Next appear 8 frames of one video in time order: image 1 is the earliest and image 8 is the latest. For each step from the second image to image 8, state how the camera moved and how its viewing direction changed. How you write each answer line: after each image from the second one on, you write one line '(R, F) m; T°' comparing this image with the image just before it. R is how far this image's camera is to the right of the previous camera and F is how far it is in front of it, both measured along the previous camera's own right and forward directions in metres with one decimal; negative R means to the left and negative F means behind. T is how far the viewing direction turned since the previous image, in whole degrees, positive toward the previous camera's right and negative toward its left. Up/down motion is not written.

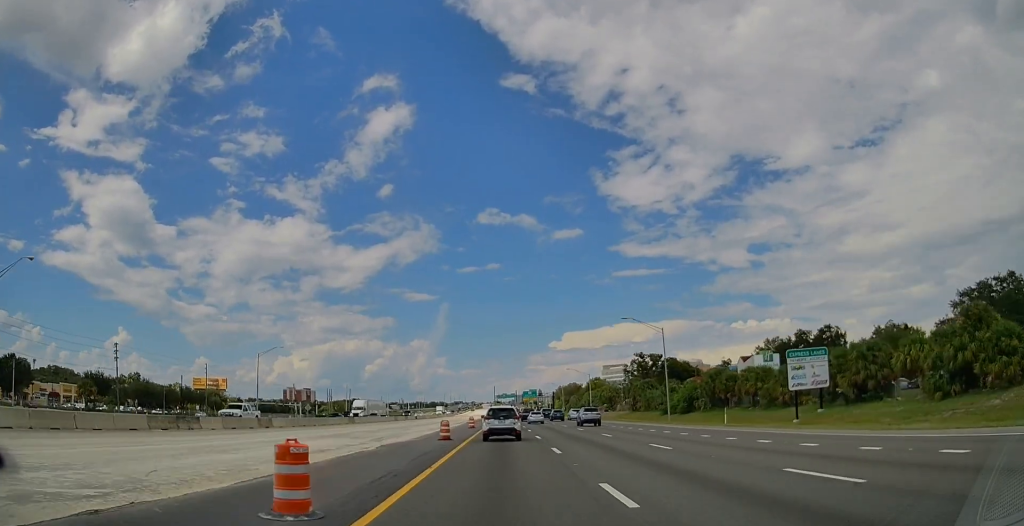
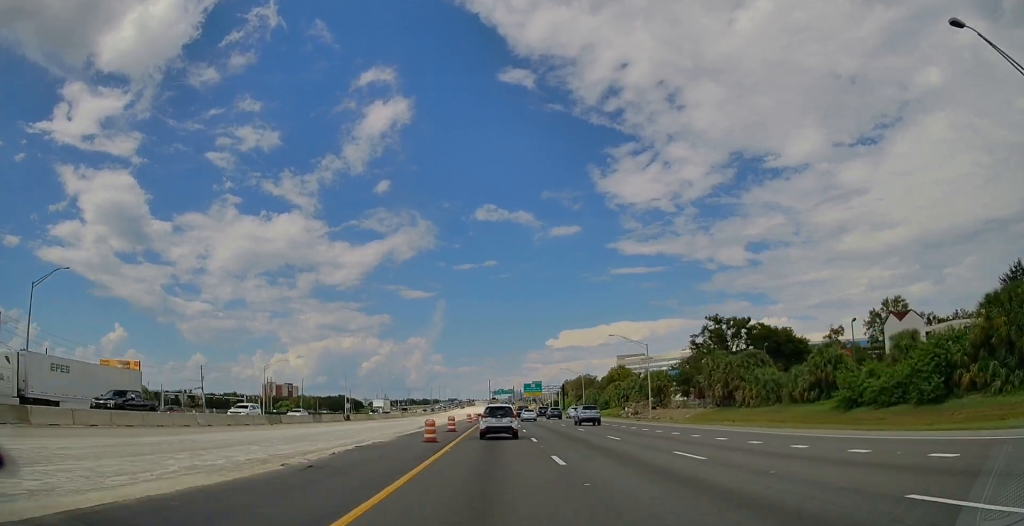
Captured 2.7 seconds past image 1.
(+0.1, +66.3) m; 0°
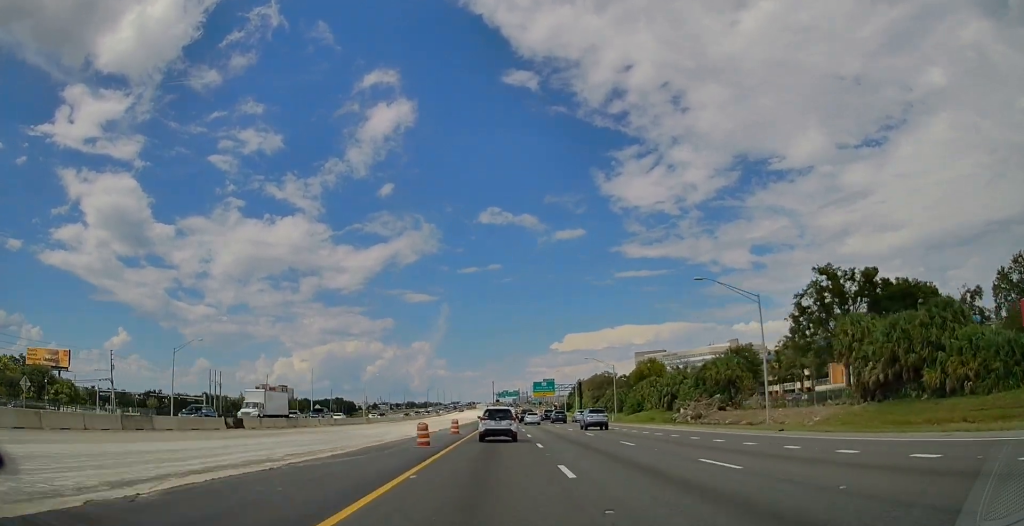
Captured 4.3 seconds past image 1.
(-0.3, +39.8) m; 0°
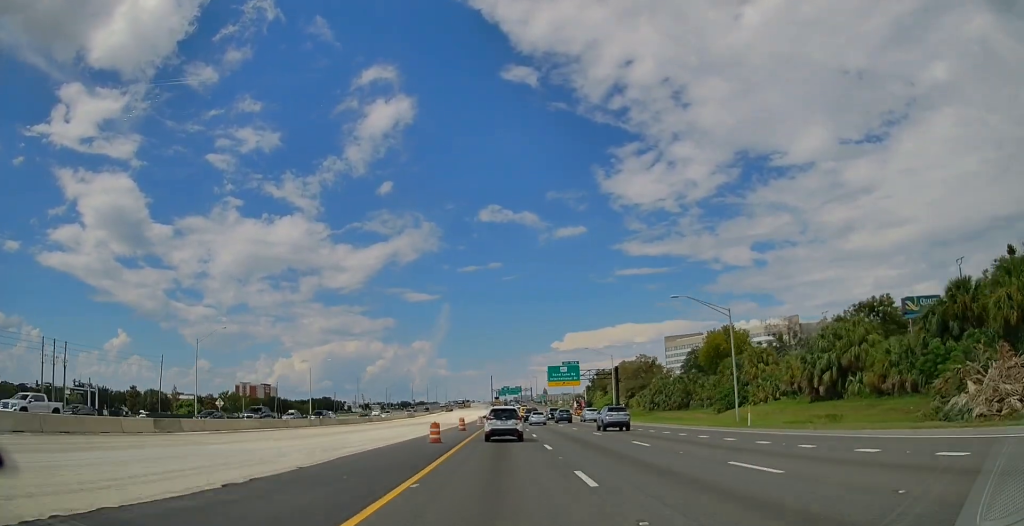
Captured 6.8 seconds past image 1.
(-0.1, +63.5) m; 0°
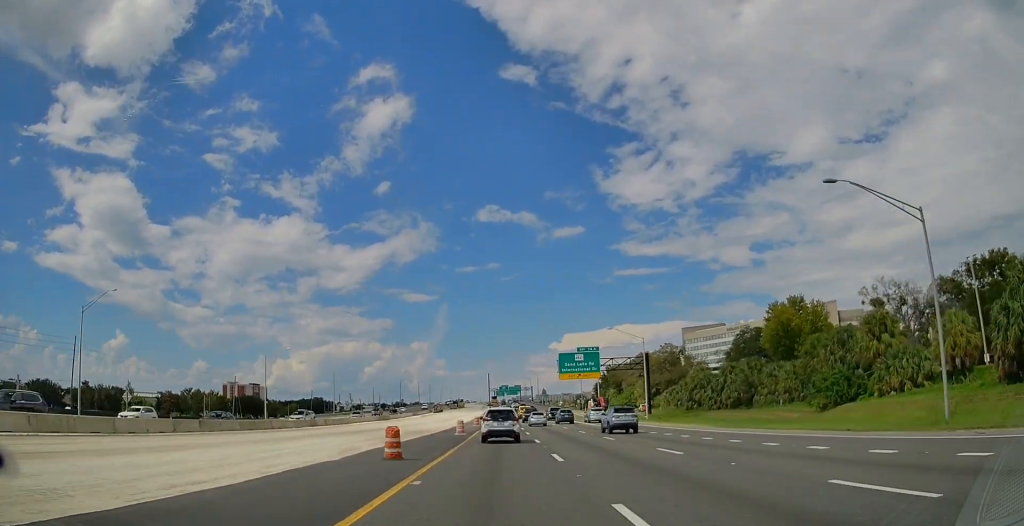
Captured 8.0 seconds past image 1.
(+0.1, +30.2) m; 0°
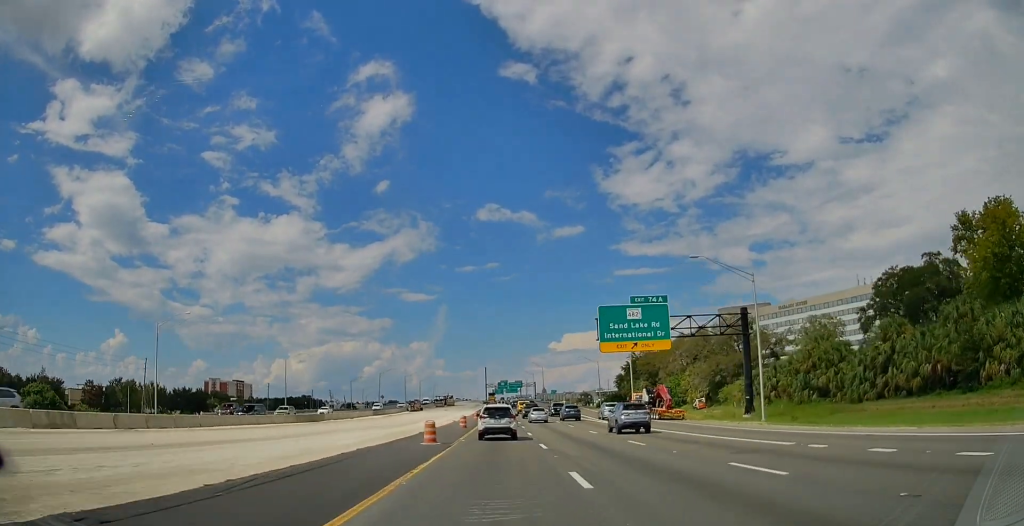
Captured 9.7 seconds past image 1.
(0.0, +43.8) m; 0°
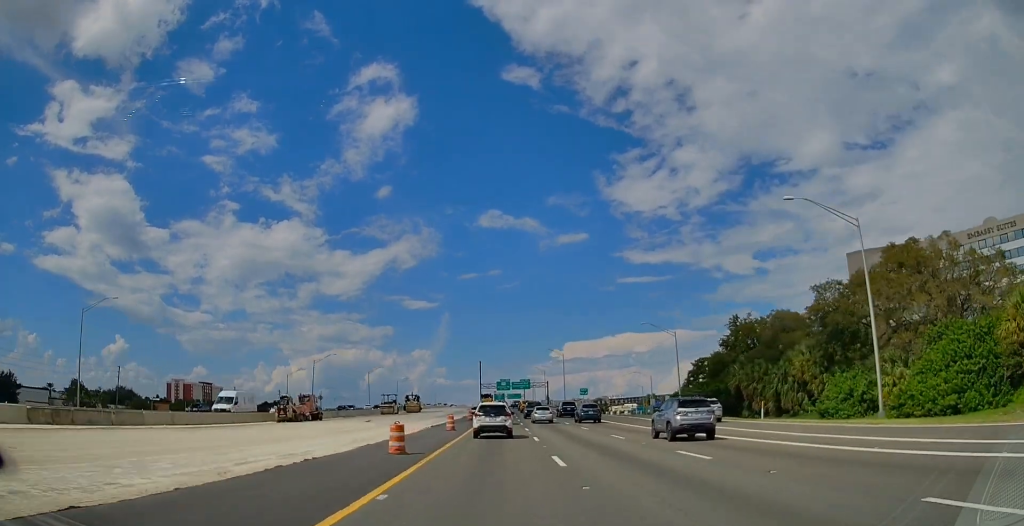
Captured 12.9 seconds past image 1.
(0.0, +81.3) m; 0°
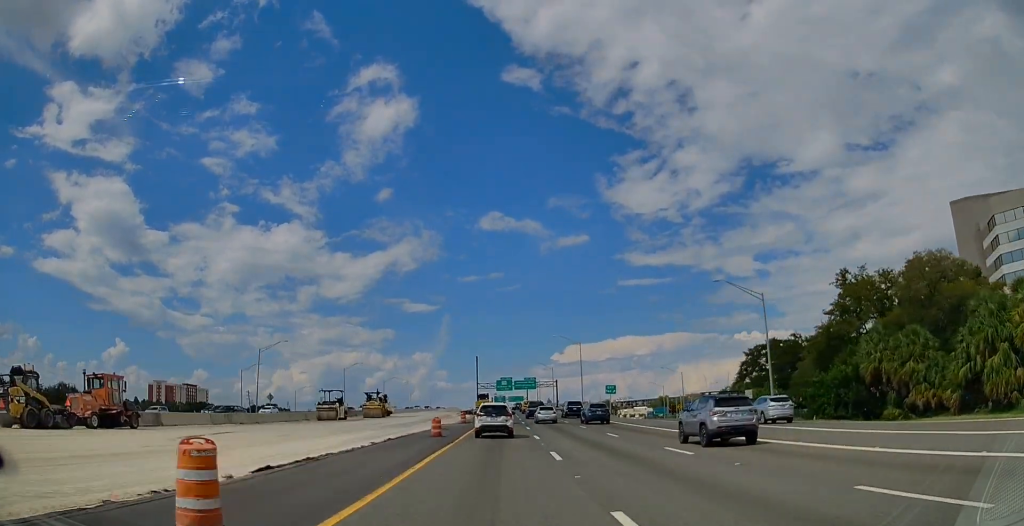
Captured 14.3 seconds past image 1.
(0.0, +35.8) m; 0°
